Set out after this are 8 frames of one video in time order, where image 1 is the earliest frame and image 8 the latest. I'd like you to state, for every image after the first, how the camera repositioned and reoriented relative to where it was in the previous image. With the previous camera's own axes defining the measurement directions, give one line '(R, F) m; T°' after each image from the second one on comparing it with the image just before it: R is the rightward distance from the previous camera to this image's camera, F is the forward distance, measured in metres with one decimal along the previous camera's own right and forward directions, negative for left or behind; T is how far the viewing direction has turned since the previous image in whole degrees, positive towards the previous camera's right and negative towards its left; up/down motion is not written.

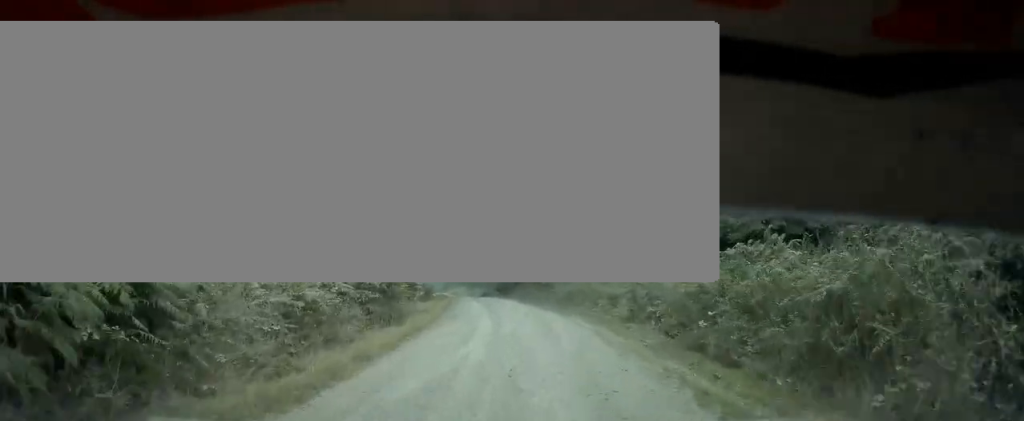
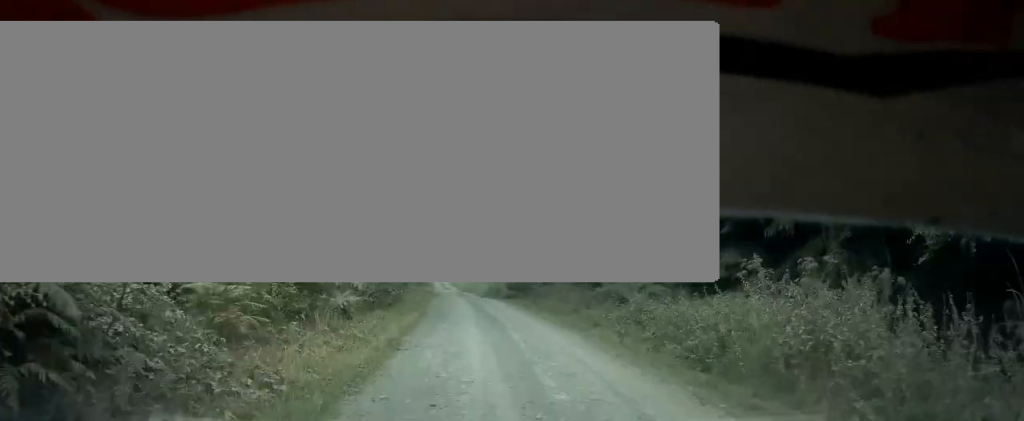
(+0.2, +17.9) m; +1°
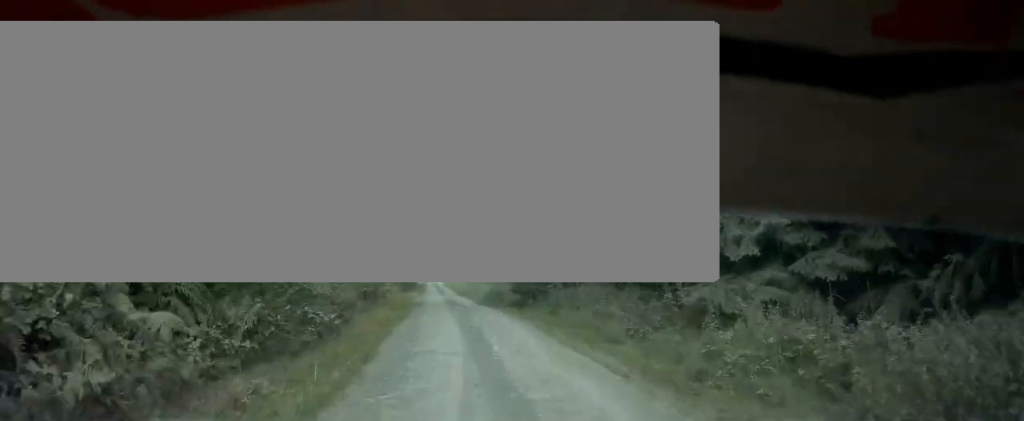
(0.0, +8.5) m; 0°
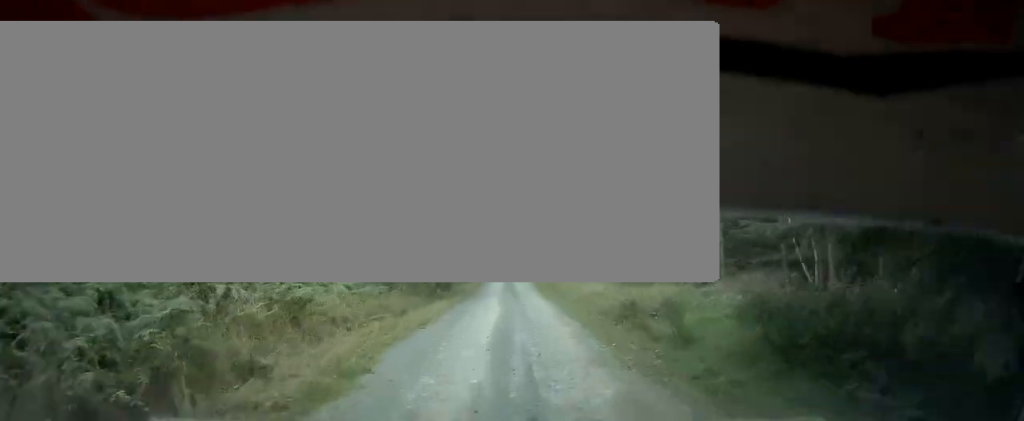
(0.0, +23.3) m; 0°
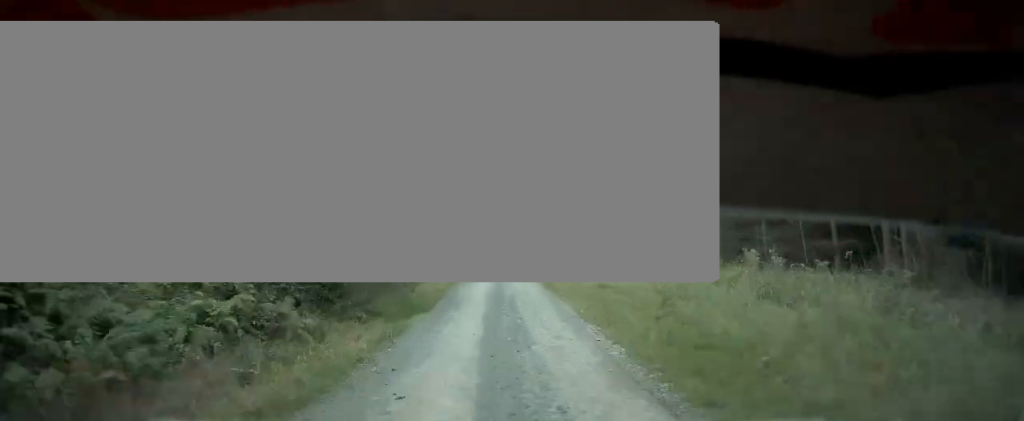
(-0.4, +31.5) m; -2°
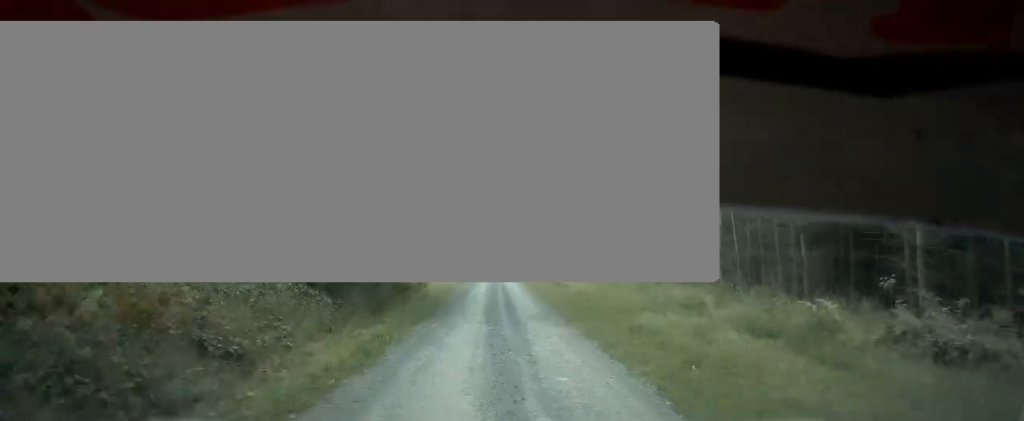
(-0.1, +15.7) m; -1°
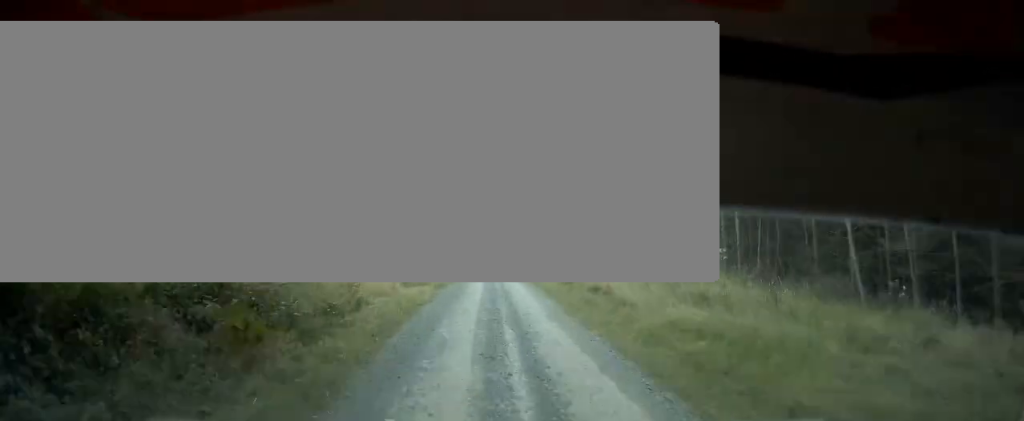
(-0.2, +12.6) m; -1°
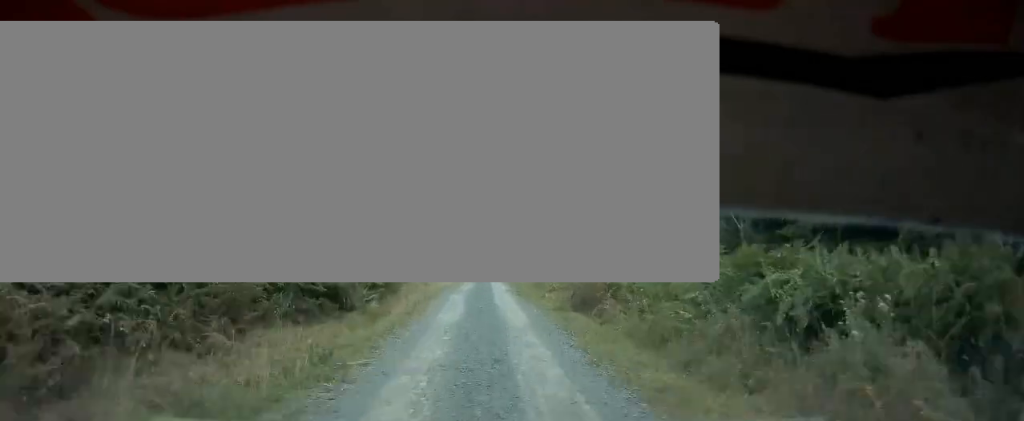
(+0.5, +80.8) m; +1°
